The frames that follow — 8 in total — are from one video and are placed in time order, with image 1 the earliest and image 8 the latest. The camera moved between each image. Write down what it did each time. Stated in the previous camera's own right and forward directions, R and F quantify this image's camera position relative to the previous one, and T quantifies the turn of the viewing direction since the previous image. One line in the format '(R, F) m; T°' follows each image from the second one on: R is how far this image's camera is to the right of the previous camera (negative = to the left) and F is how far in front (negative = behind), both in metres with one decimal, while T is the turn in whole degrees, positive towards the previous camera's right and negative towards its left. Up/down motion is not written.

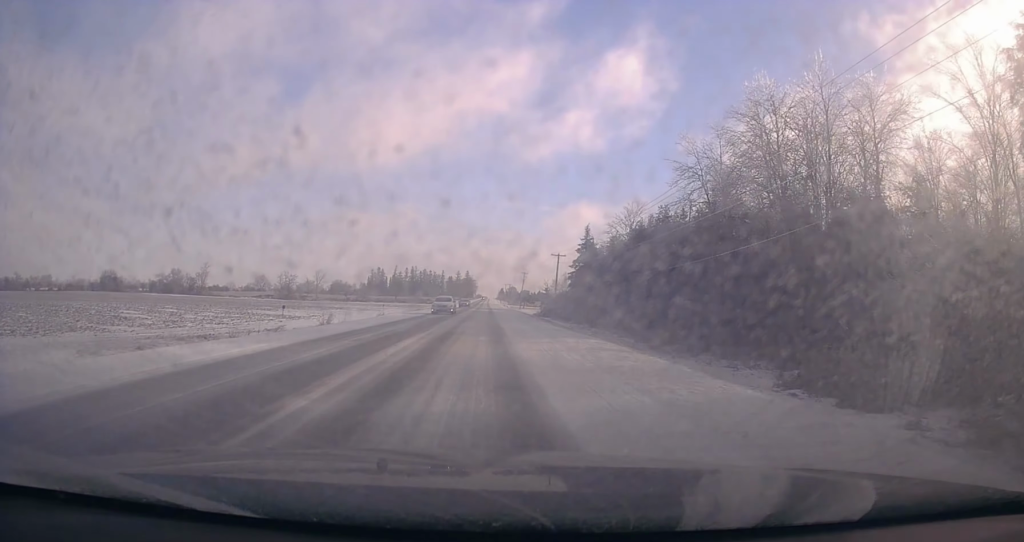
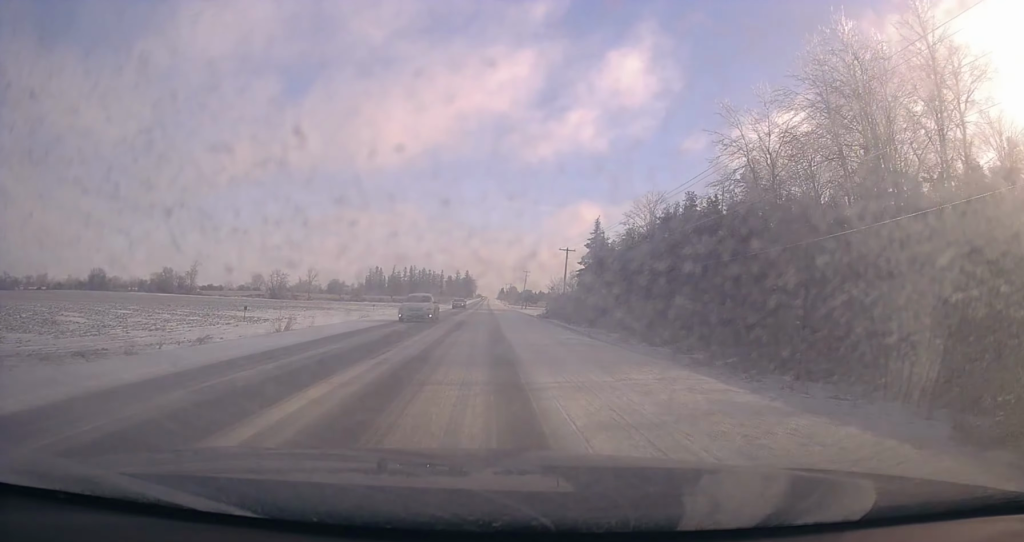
(+0.1, +9.2) m; -1°
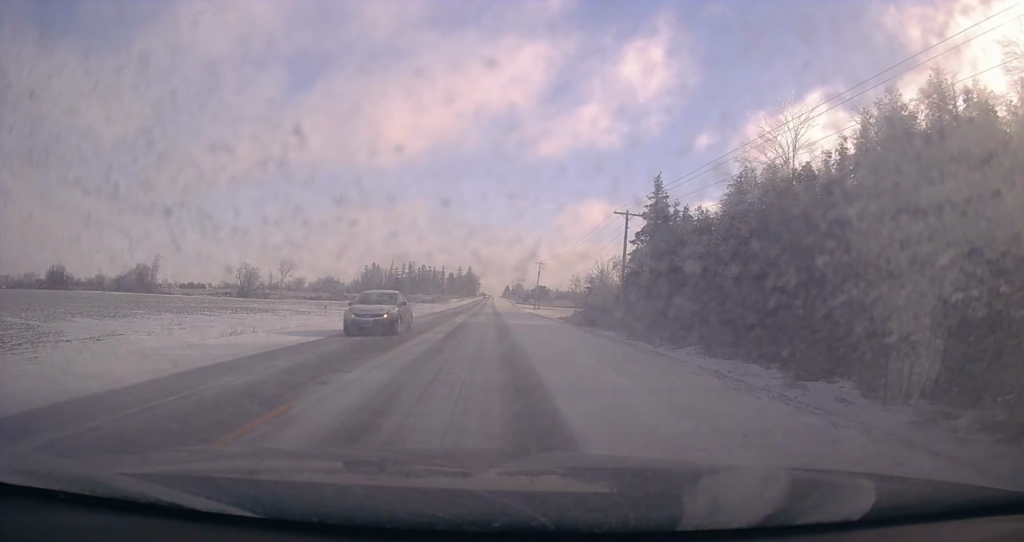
(+0.5, +31.3) m; +1°
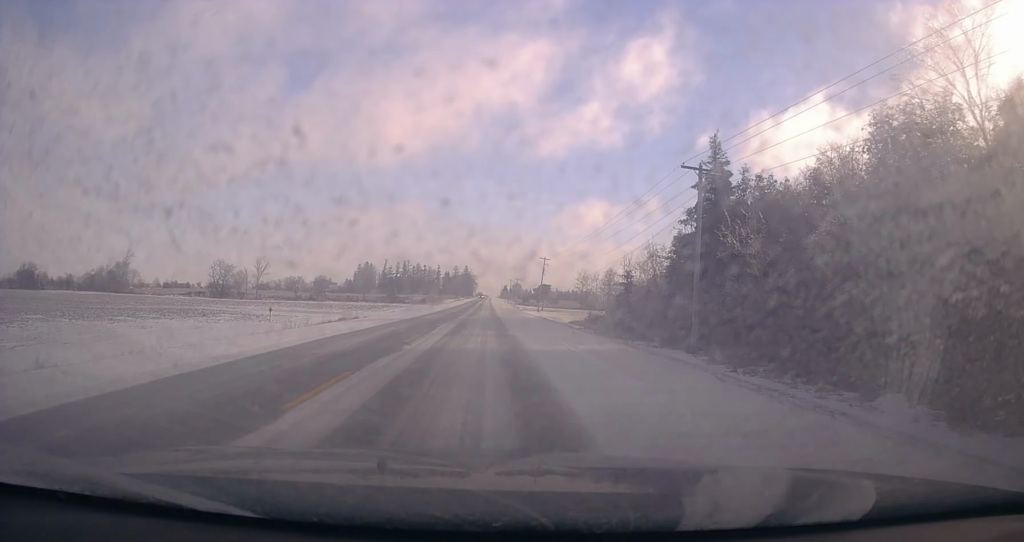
(-0.3, +16.9) m; -1°
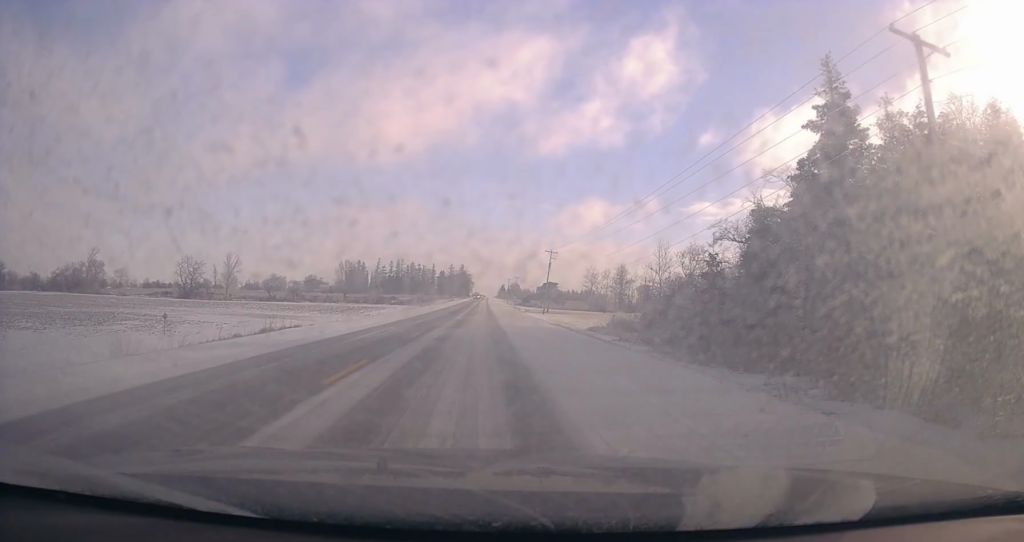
(0.0, +17.0) m; -1°
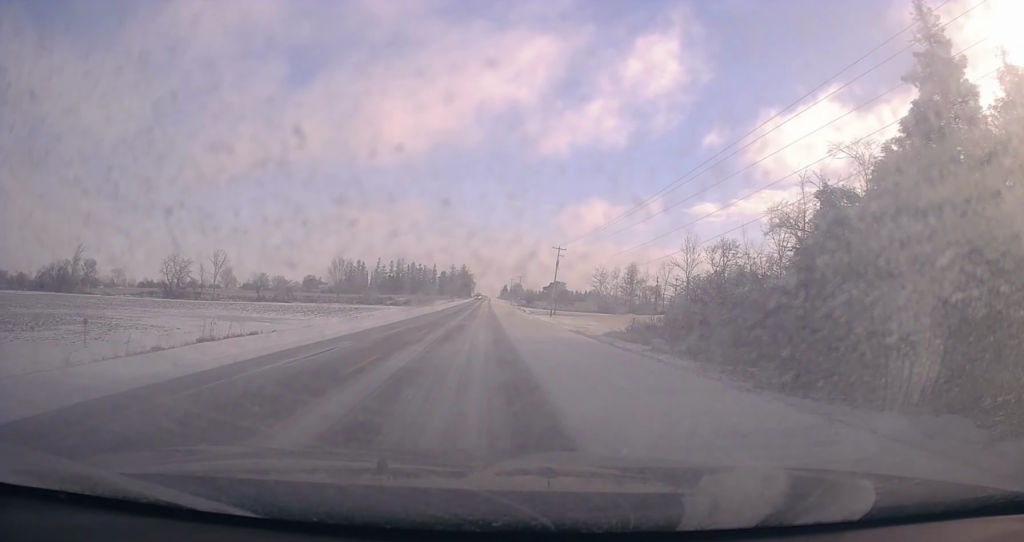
(+0.2, +8.2) m; 0°
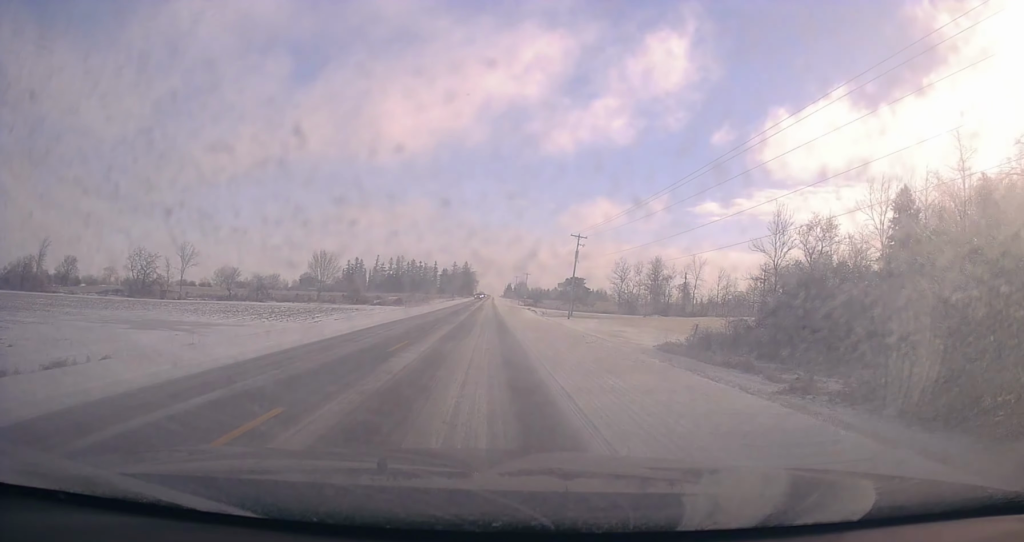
(-0.5, +16.8) m; +1°
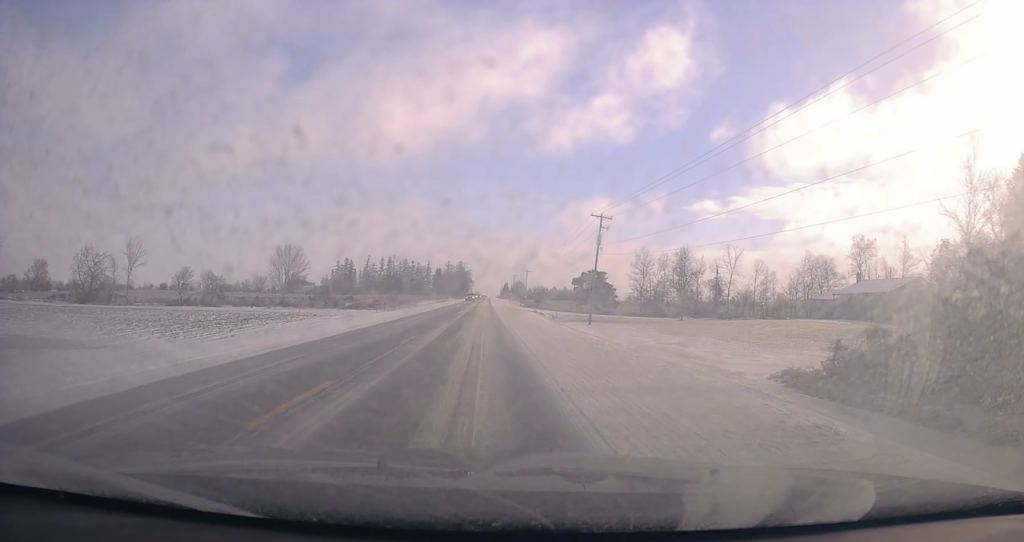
(+0.9, +17.8) m; +1°
